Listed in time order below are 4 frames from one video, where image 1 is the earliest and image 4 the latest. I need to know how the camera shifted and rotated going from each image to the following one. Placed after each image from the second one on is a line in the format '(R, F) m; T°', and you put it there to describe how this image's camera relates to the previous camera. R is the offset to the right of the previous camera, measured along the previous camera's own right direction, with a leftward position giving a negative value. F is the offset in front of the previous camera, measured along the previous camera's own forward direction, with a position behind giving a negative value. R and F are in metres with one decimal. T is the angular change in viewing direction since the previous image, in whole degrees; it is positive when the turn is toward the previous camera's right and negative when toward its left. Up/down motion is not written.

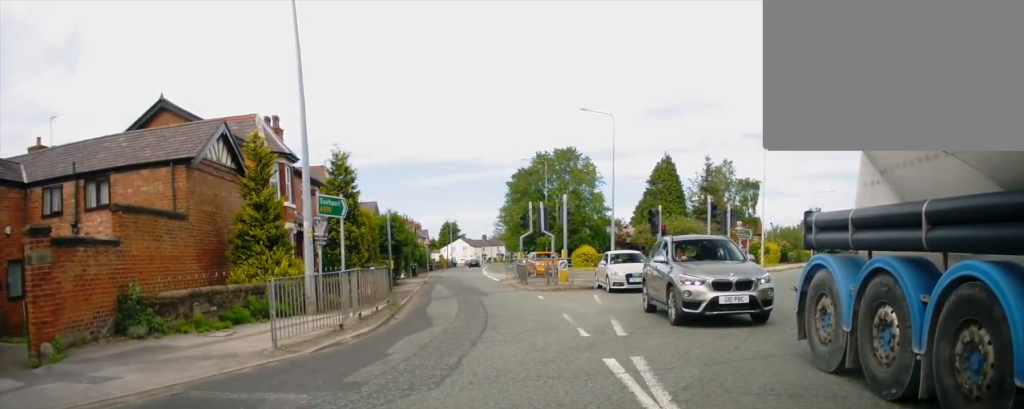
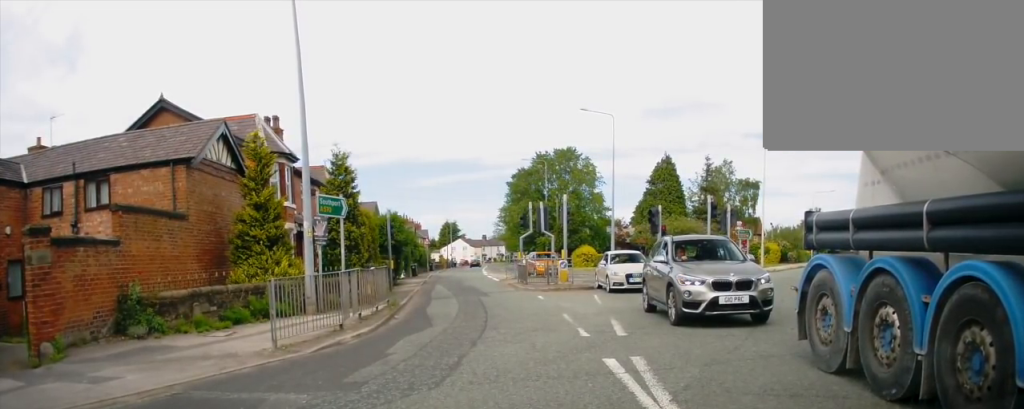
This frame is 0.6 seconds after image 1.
(0.0, 0.0) m; 0°
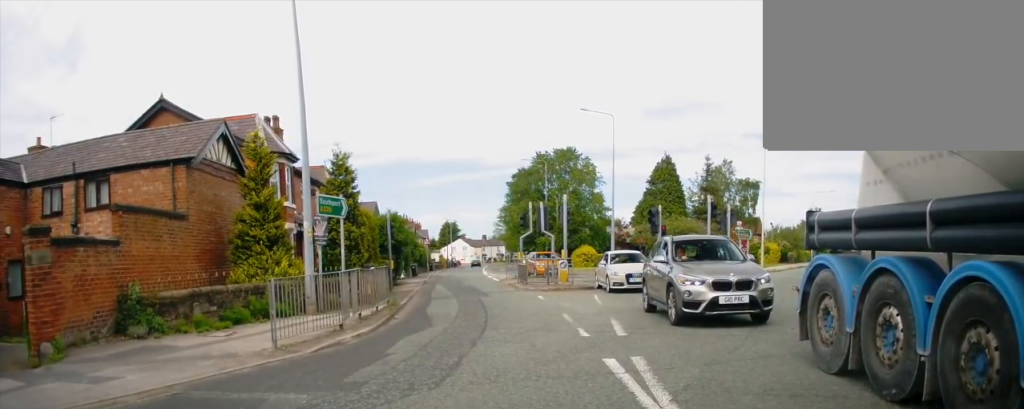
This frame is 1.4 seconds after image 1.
(-0.1, +0.2) m; 0°
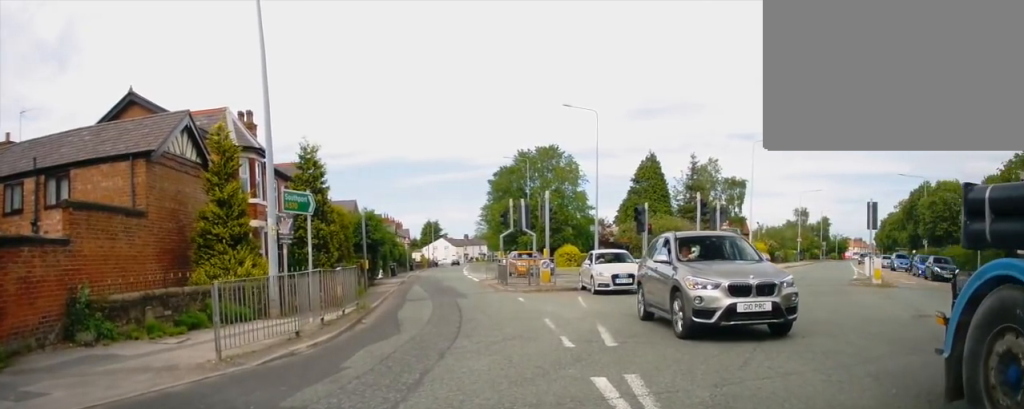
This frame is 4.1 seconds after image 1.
(-0.2, +1.2) m; 0°
